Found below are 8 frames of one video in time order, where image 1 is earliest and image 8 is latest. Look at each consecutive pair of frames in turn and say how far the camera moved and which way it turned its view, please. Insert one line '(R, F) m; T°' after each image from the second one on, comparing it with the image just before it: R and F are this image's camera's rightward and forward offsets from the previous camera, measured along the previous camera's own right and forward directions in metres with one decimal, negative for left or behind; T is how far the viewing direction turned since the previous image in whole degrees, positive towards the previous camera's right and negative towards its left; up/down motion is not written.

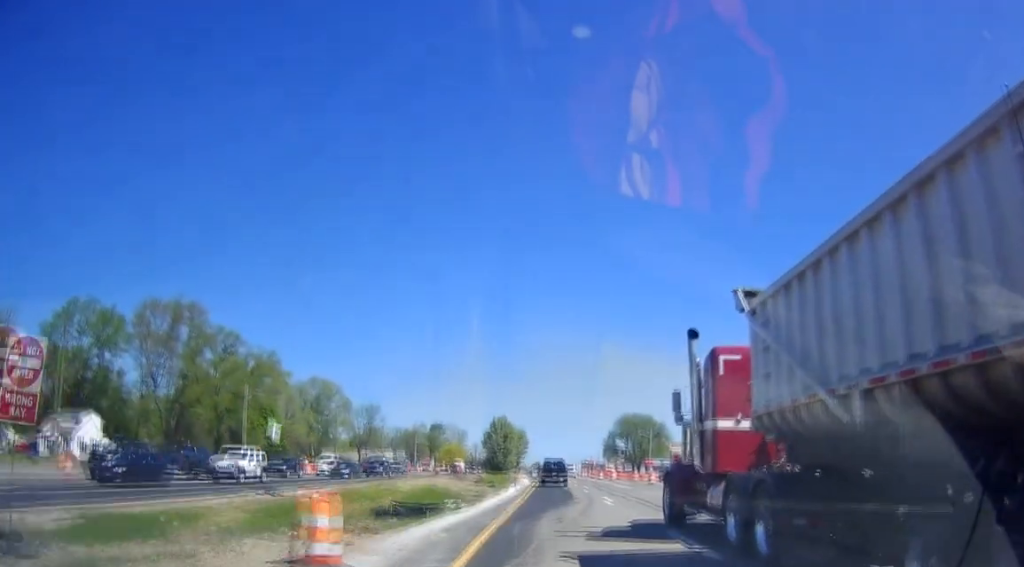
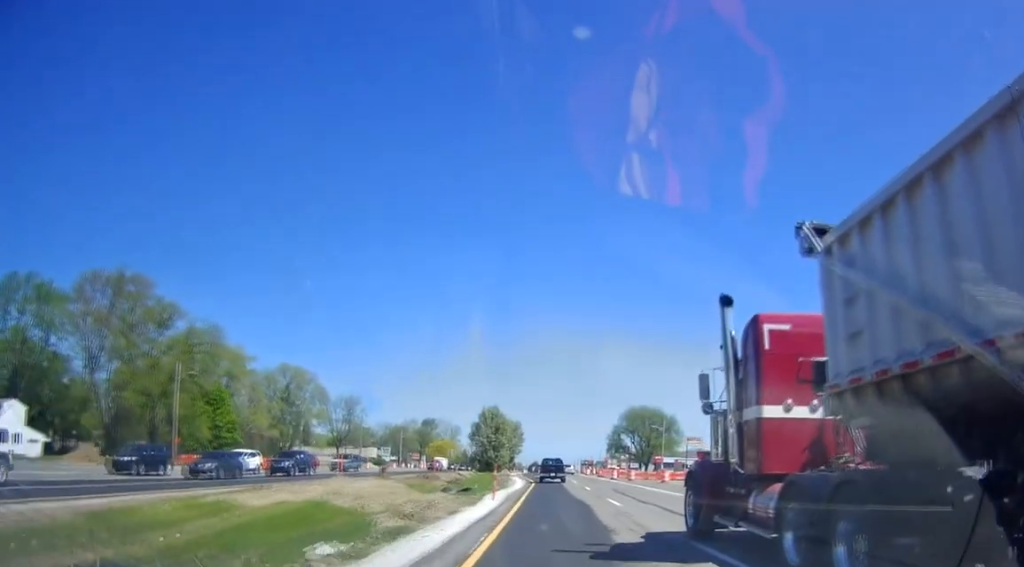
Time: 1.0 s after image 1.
(-0.4, +17.3) m; 0°
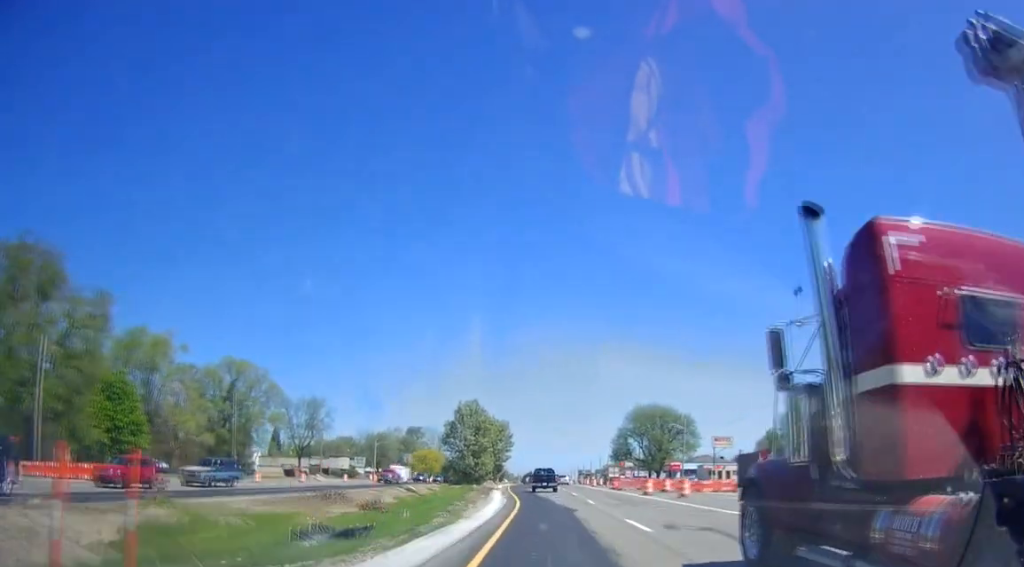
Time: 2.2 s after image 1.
(+0.5, +22.7) m; +1°
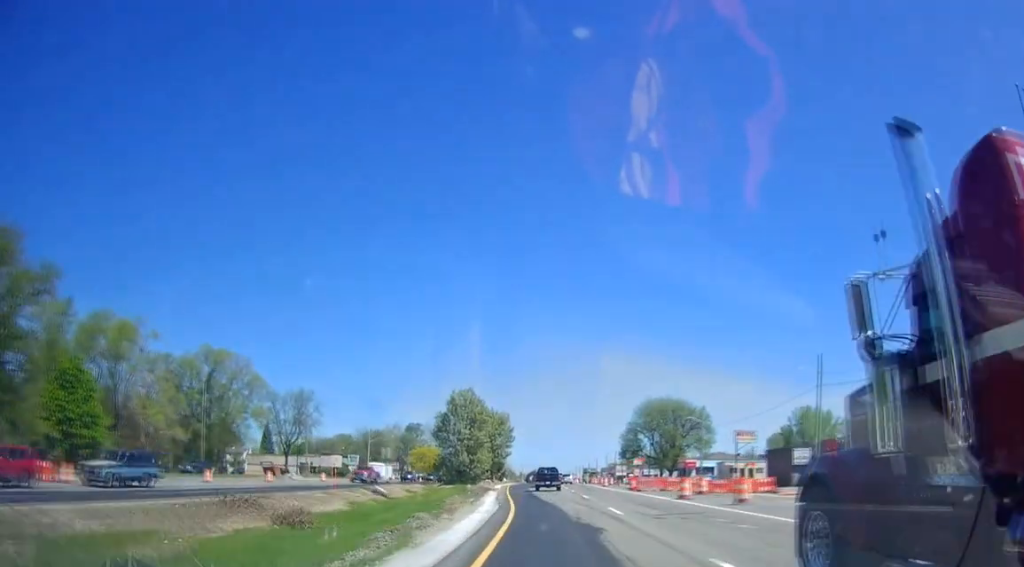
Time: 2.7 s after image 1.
(+0.1, +9.3) m; -1°
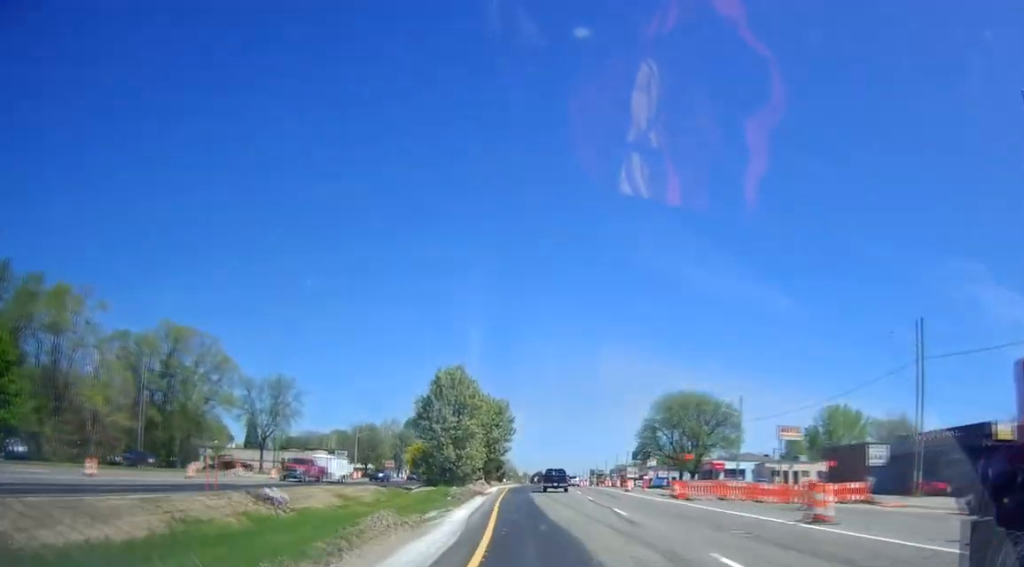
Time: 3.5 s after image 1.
(-0.4, +14.5) m; -1°
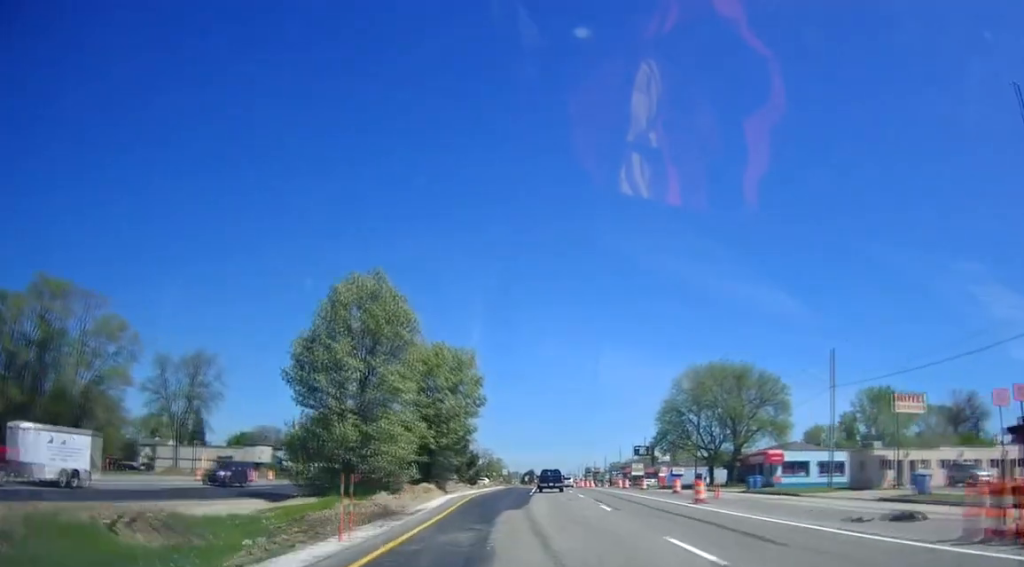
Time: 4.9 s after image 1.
(+0.3, +26.9) m; +1°
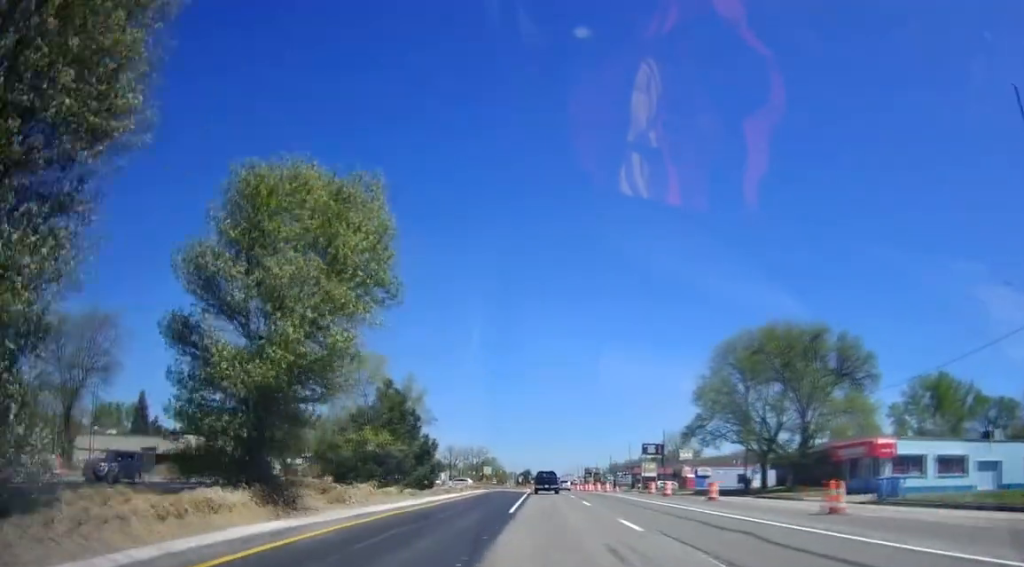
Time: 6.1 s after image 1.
(-0.2, +24.3) m; 0°
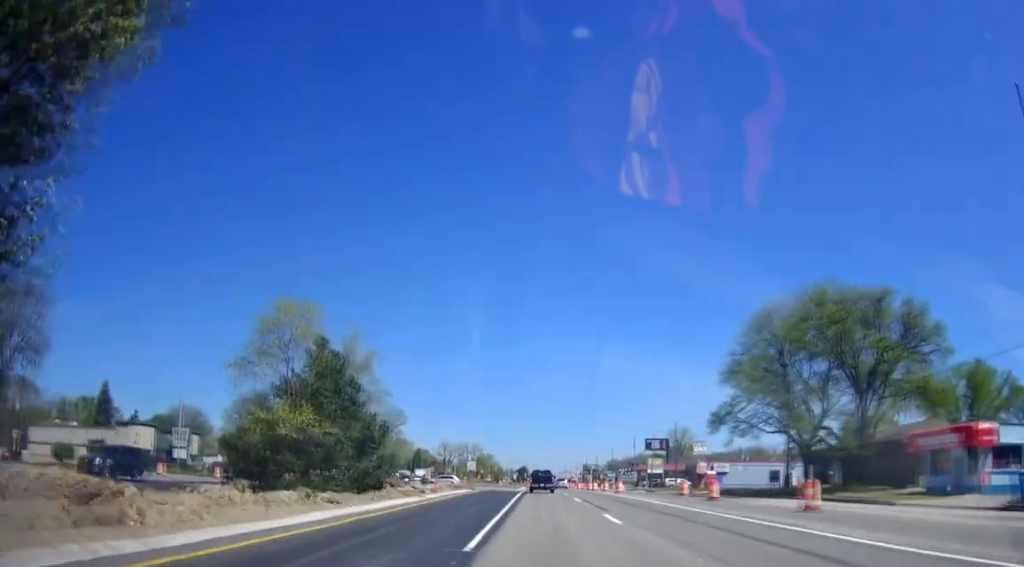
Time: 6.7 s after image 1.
(+0.2, +12.8) m; +1°
